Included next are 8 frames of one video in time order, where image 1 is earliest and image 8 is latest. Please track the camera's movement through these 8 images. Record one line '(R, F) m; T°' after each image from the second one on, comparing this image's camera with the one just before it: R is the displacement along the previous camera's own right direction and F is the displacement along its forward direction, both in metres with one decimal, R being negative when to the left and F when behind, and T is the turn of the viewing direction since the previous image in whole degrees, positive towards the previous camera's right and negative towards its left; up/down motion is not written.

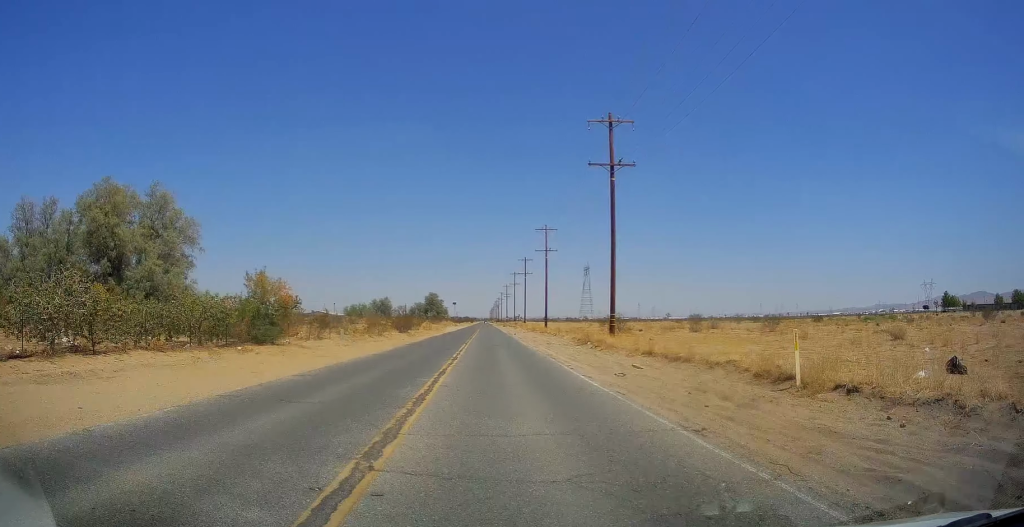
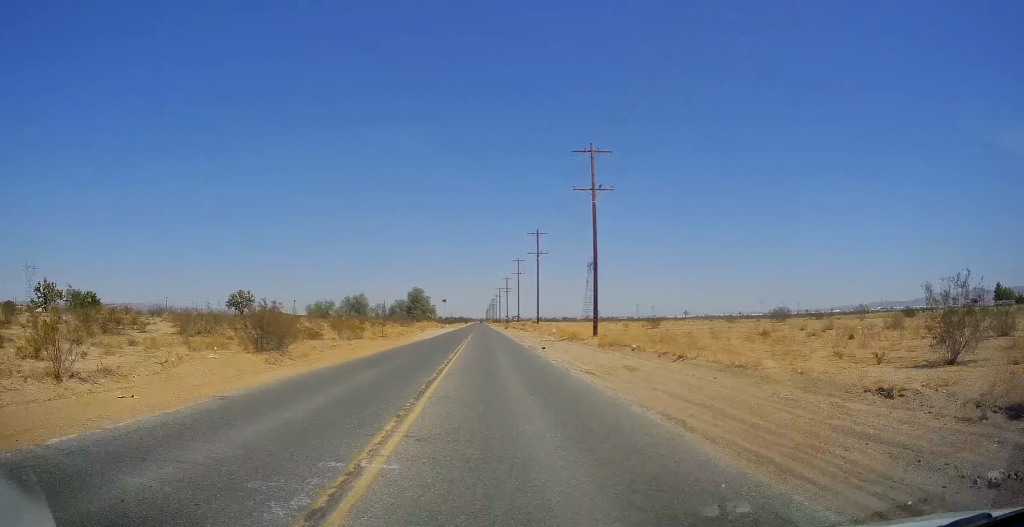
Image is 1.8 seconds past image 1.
(0.0, +41.1) m; 0°
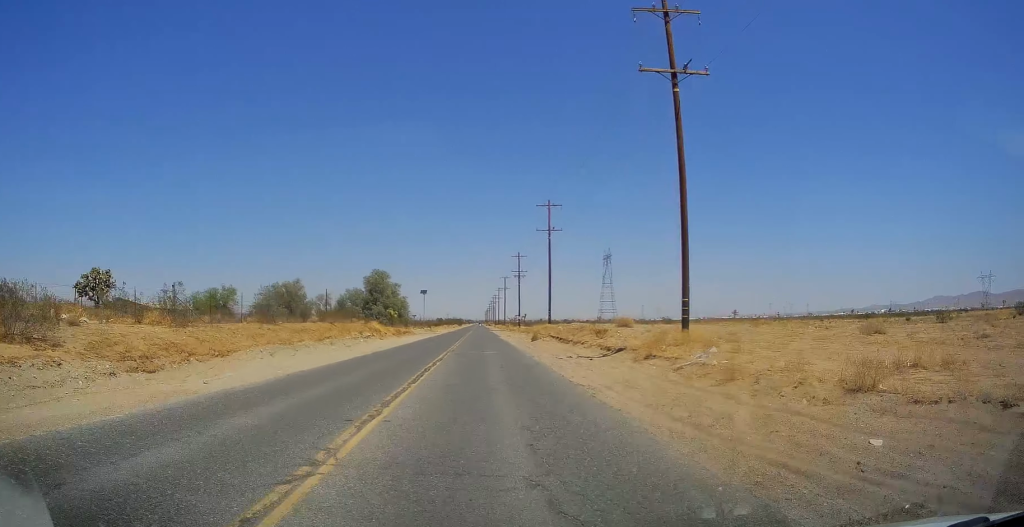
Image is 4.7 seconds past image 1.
(0.0, +67.5) m; 0°
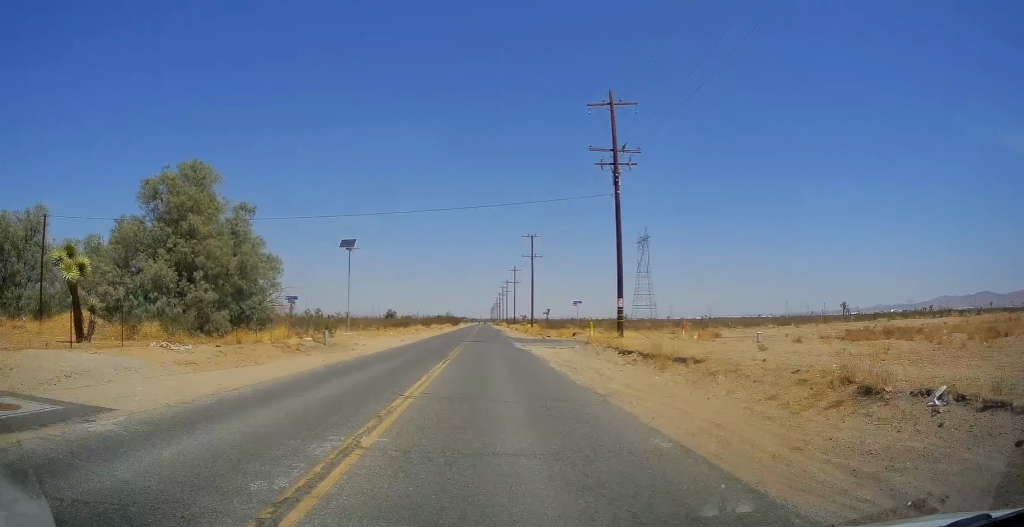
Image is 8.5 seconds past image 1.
(0.0, +84.6) m; 0°
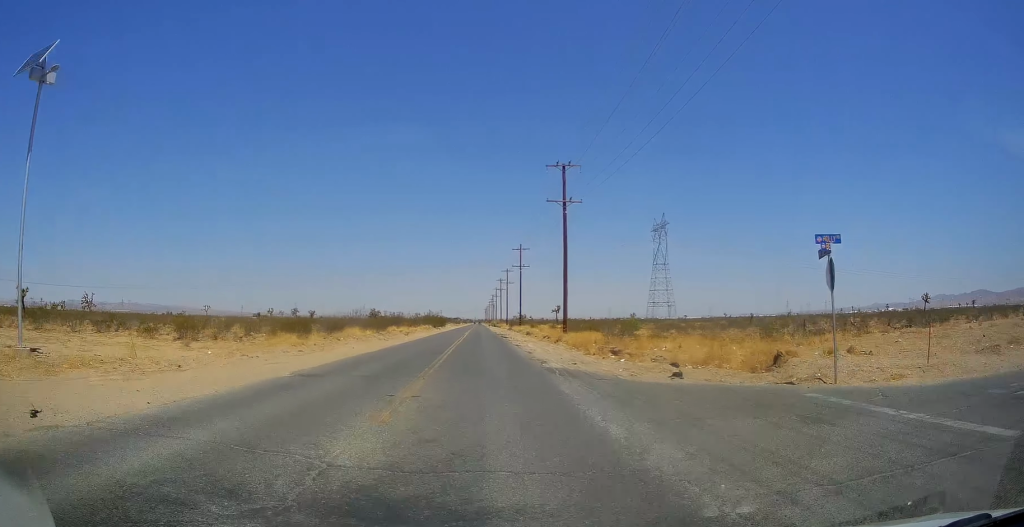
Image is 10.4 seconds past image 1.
(0.0, +42.5) m; 0°
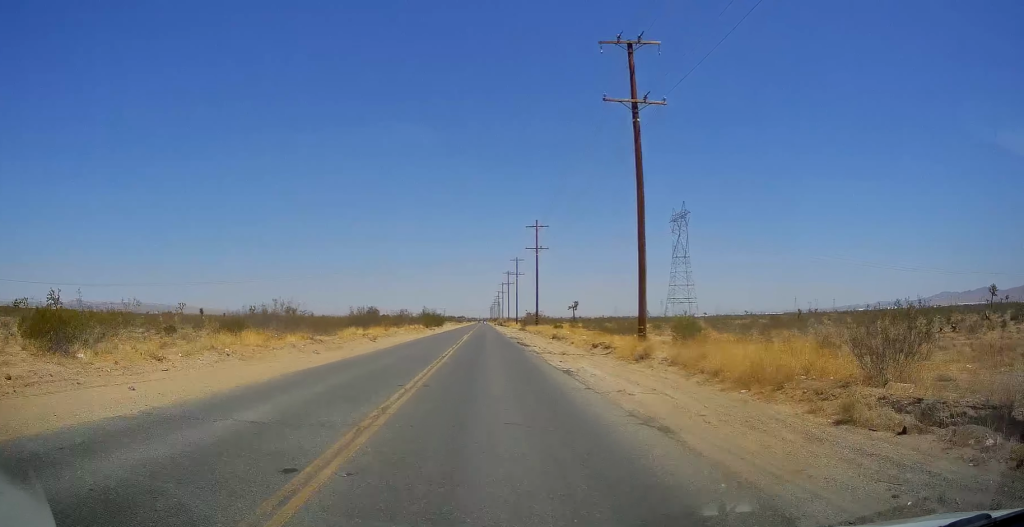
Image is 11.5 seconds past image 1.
(0.0, +24.0) m; 0°
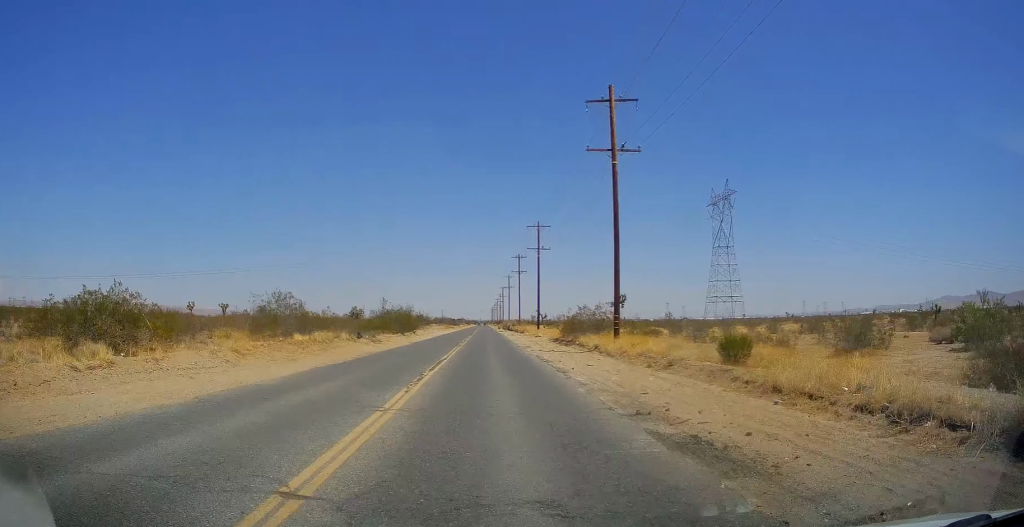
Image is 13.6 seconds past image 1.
(0.0, +48.2) m; 0°
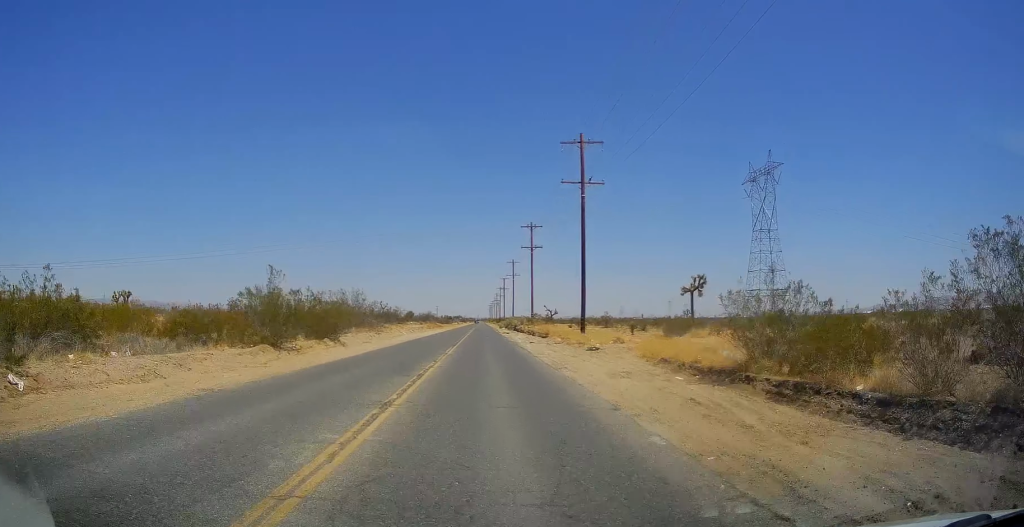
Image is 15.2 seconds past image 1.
(0.0, +37.2) m; 0°
